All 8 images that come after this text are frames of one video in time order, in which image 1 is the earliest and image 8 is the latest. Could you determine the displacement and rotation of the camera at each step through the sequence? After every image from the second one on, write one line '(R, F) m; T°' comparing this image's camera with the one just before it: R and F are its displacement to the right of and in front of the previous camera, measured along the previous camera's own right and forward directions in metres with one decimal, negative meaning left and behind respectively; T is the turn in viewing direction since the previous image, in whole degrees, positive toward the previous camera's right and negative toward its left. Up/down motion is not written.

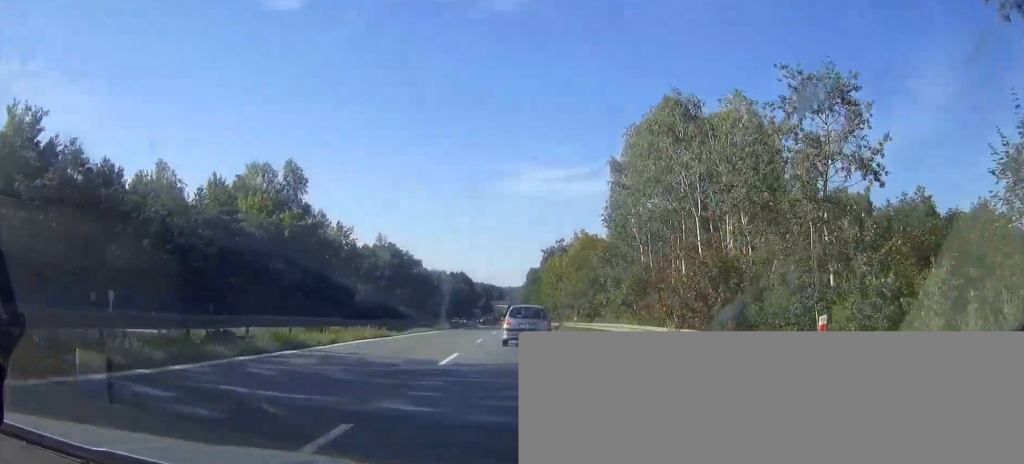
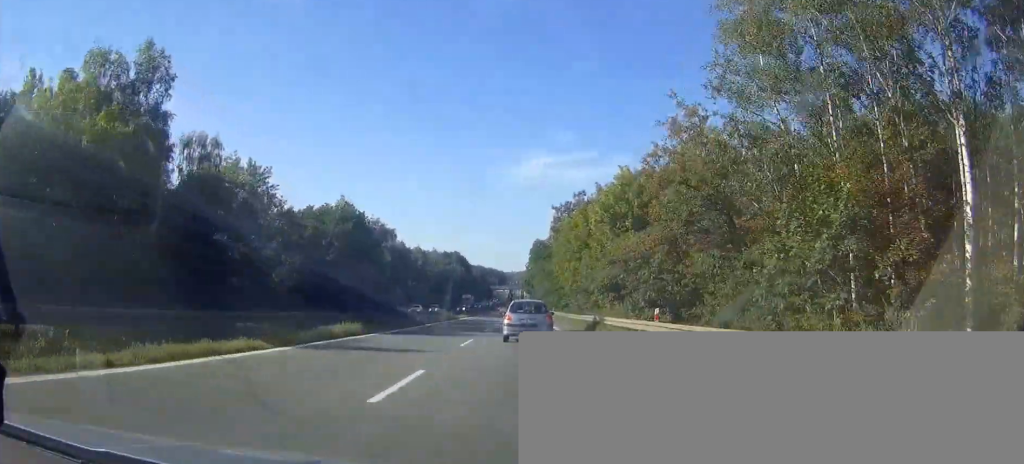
(0.0, +29.6) m; 0°
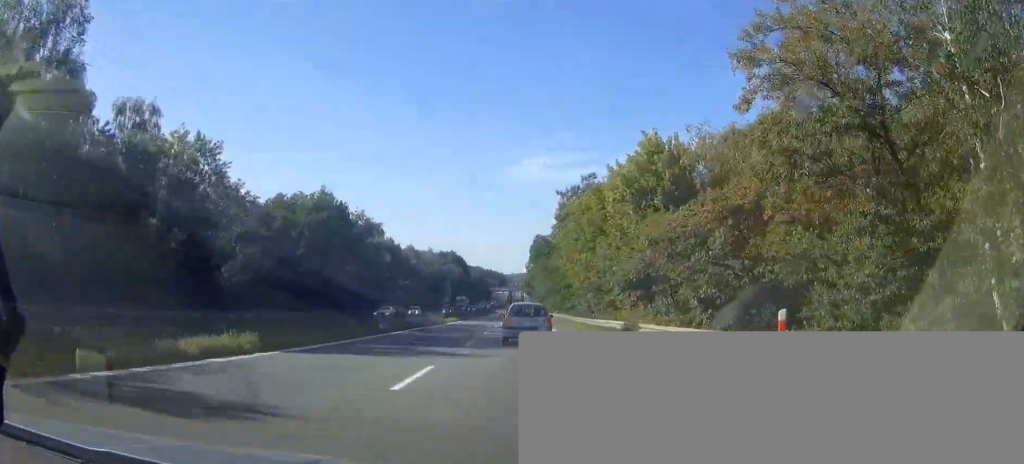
(0.0, +10.6) m; 0°
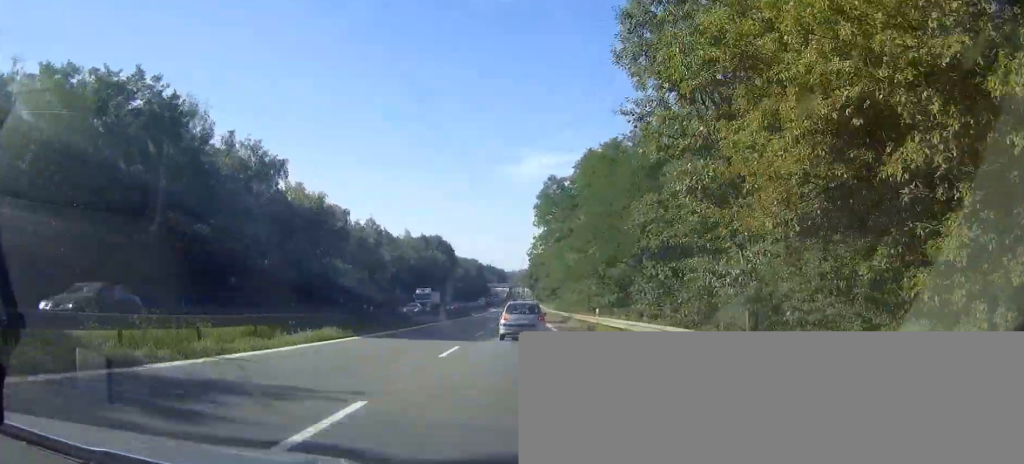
(0.0, +42.3) m; -1°
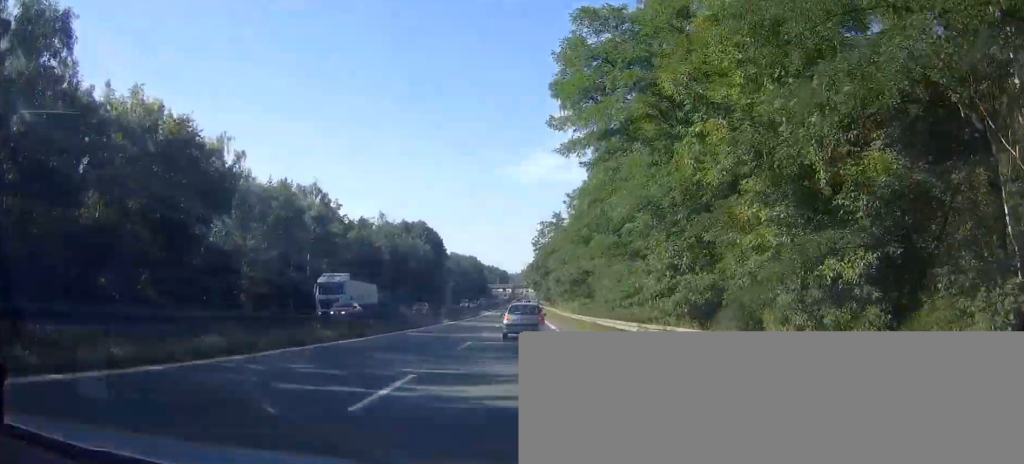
(-0.8, +32.8) m; -2°
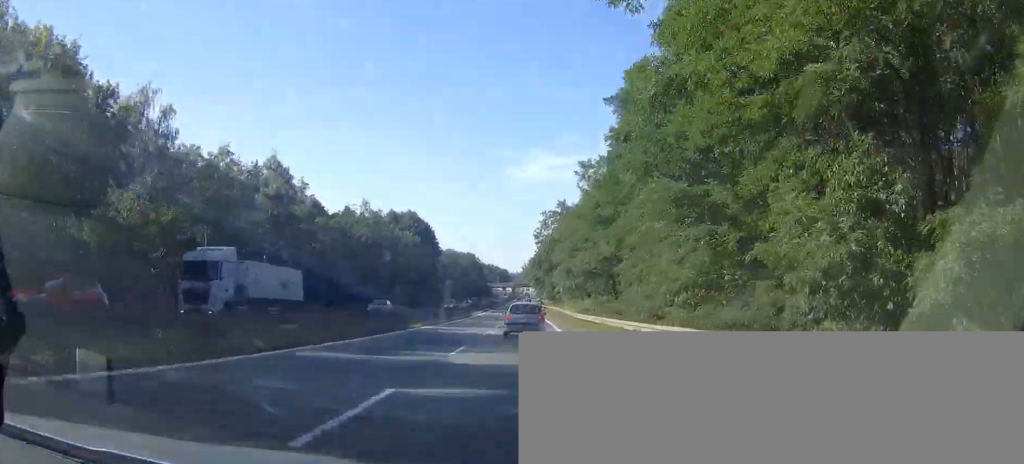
(-0.1, +14.2) m; -1°
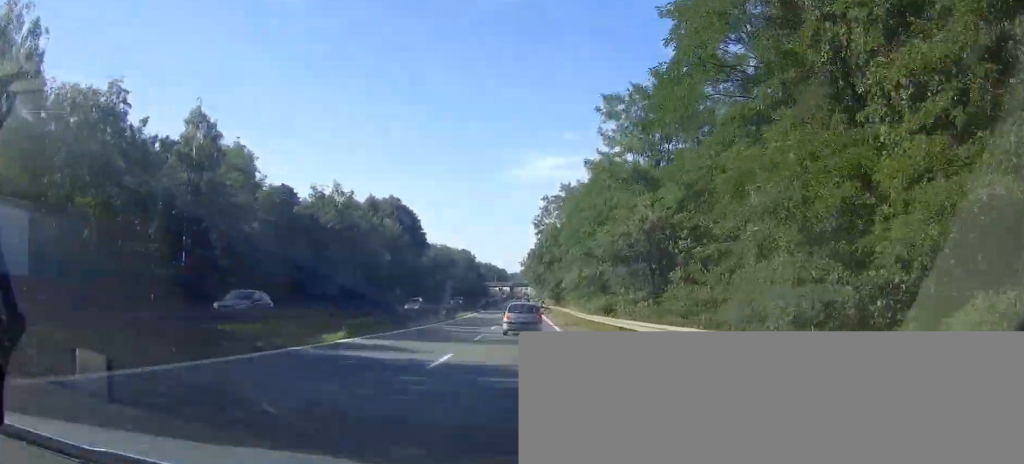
(0.0, +16.7) m; 0°
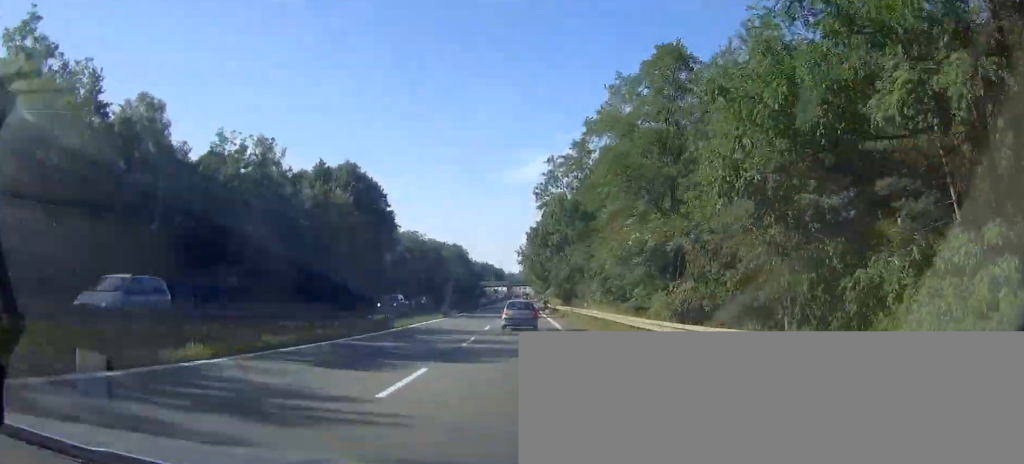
(0.0, +28.3) m; +1°
